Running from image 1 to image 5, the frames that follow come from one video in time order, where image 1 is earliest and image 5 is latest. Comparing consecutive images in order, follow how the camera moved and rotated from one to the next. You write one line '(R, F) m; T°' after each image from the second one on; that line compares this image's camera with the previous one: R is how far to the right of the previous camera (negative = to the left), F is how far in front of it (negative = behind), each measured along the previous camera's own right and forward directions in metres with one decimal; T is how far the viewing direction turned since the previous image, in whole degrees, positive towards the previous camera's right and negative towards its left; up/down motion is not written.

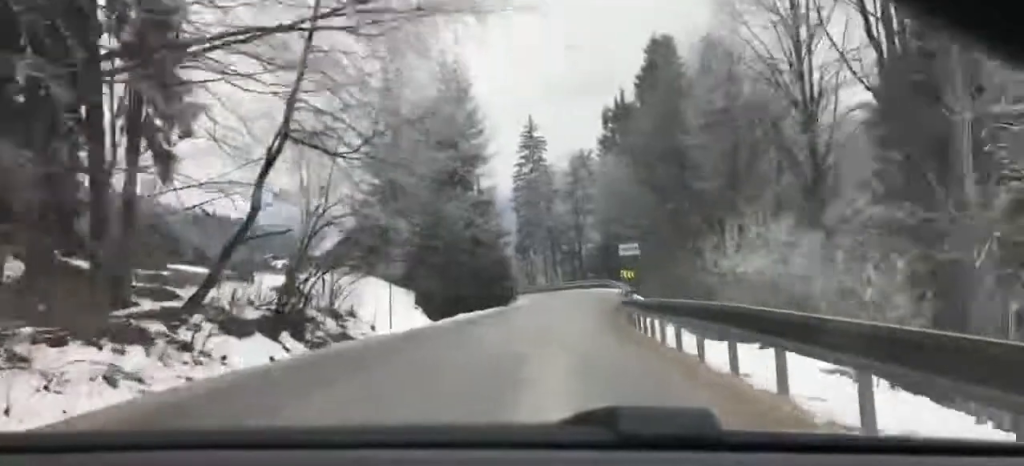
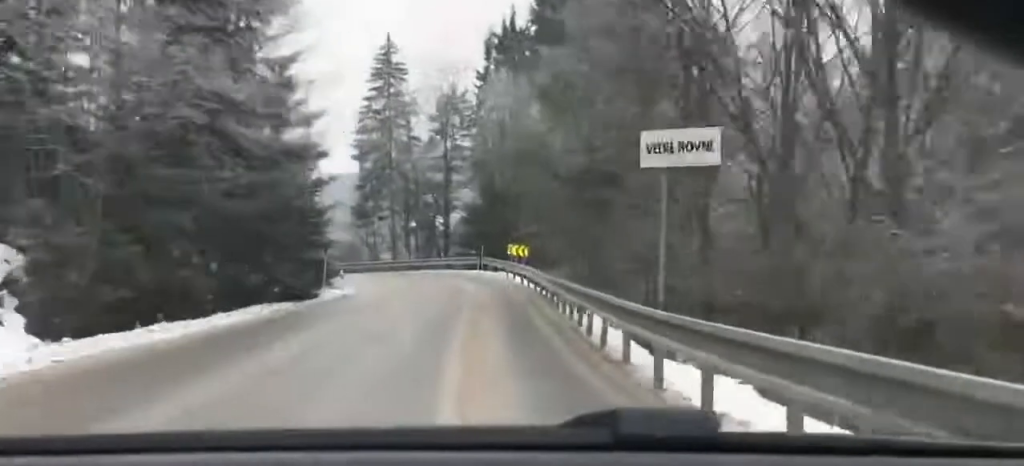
(+2.5, +20.8) m; +16°
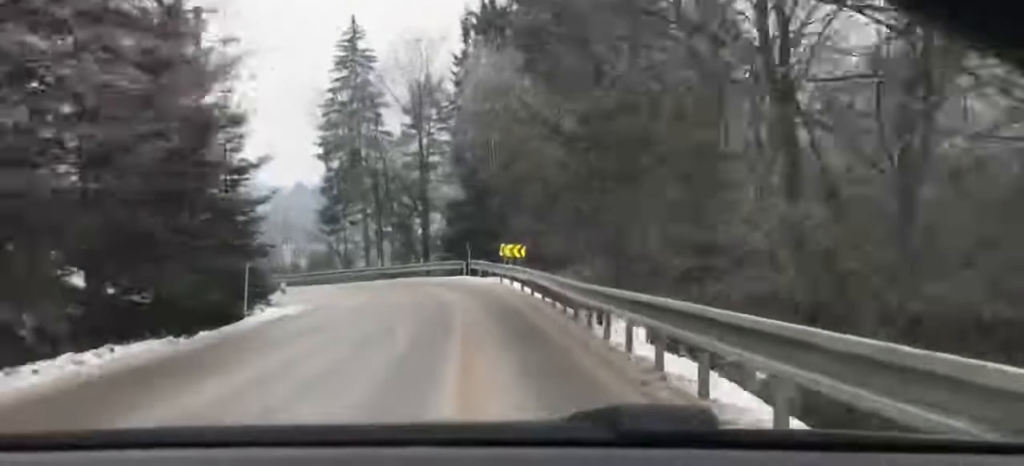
(+0.3, +6.3) m; +4°
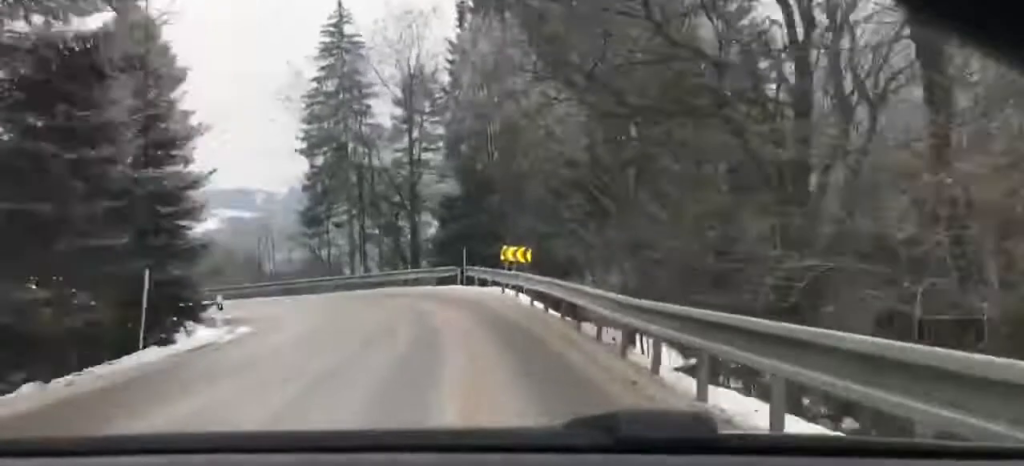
(+0.1, +4.9) m; +1°
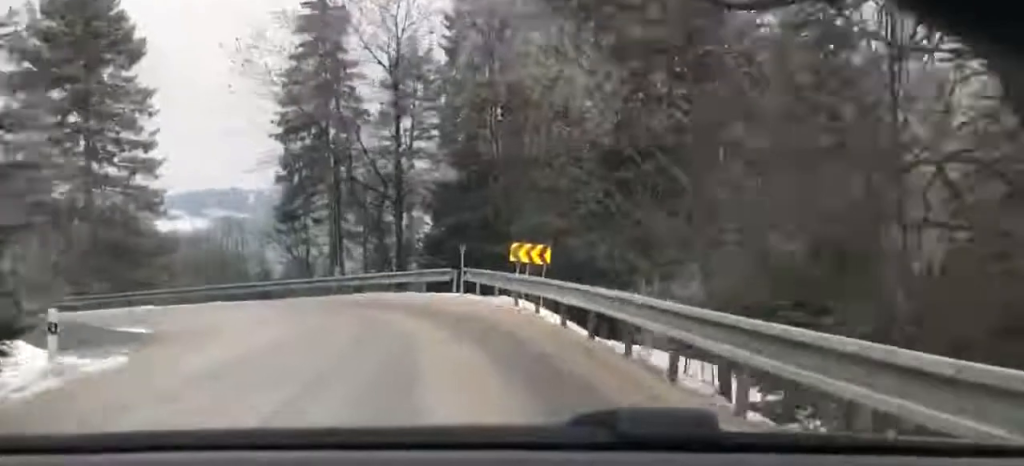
(0.0, +6.9) m; +6°
